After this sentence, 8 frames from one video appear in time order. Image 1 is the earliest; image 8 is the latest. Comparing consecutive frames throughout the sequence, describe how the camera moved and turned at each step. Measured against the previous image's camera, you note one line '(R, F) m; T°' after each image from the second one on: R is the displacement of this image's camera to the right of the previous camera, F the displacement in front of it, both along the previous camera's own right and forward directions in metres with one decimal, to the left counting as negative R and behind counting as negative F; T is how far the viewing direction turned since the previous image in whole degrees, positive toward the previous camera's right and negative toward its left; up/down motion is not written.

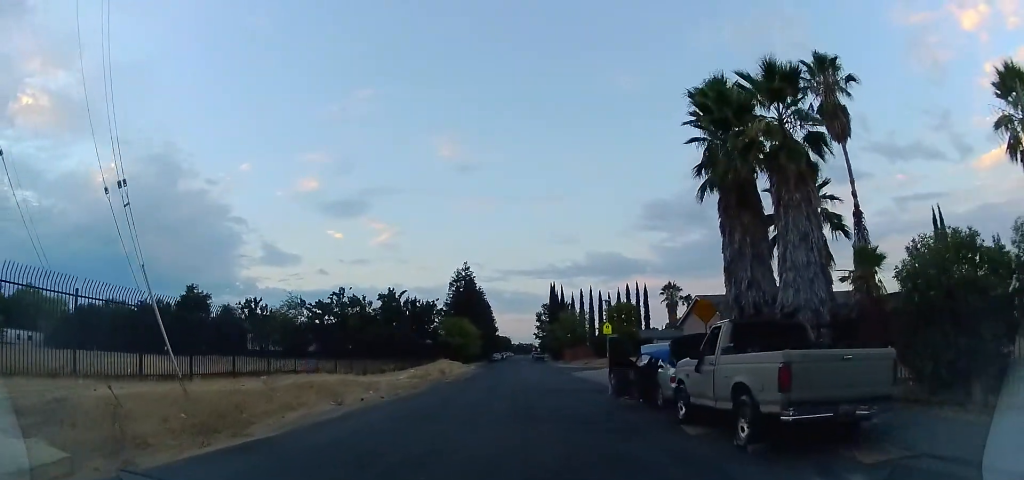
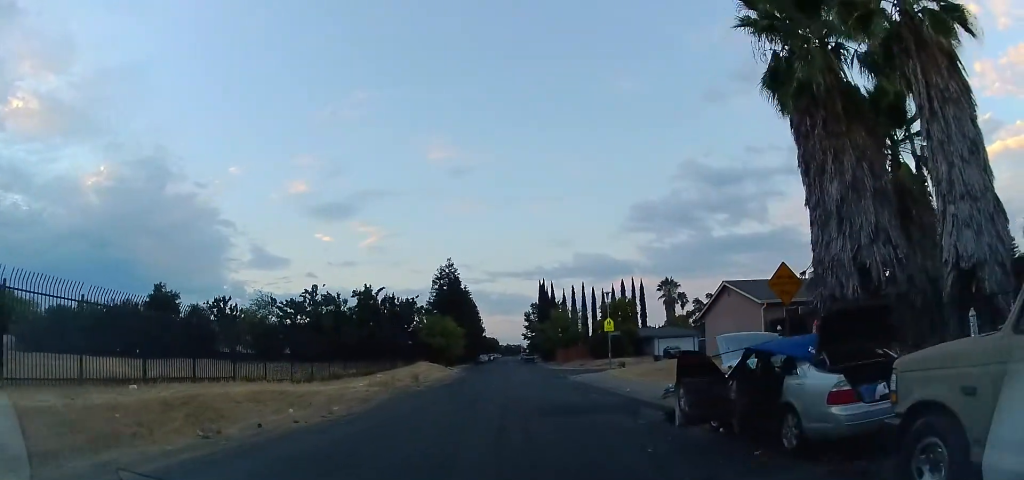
(0.0, +7.0) m; 0°
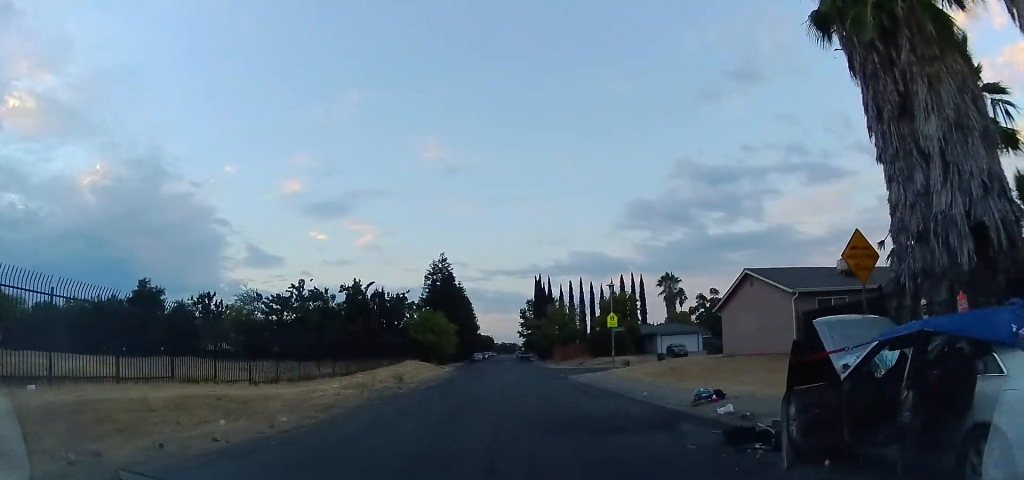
(0.0, +3.4) m; 0°
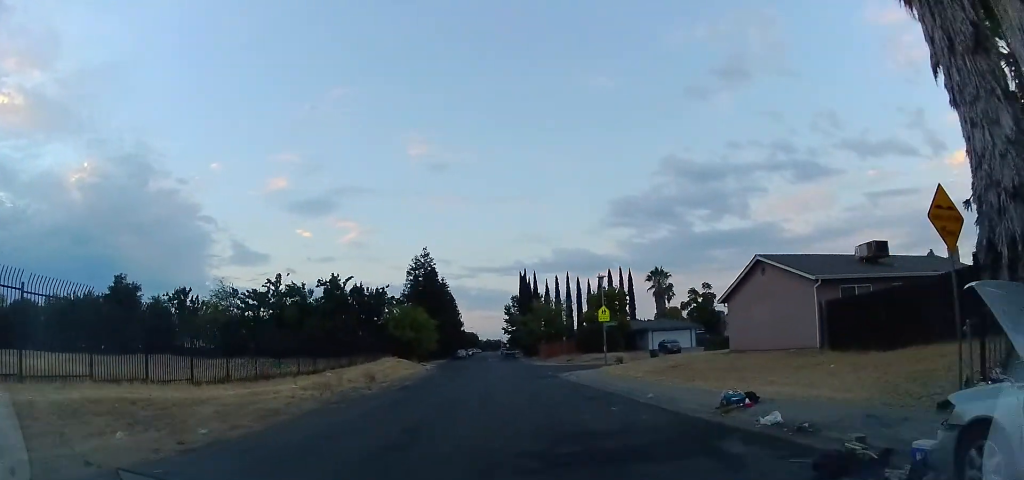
(0.0, +2.9) m; 0°
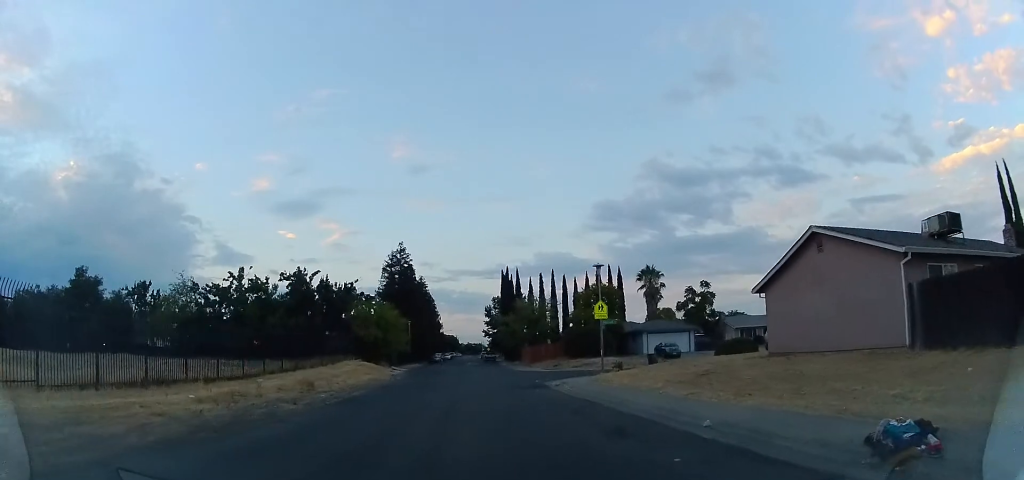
(0.0, +5.7) m; +1°
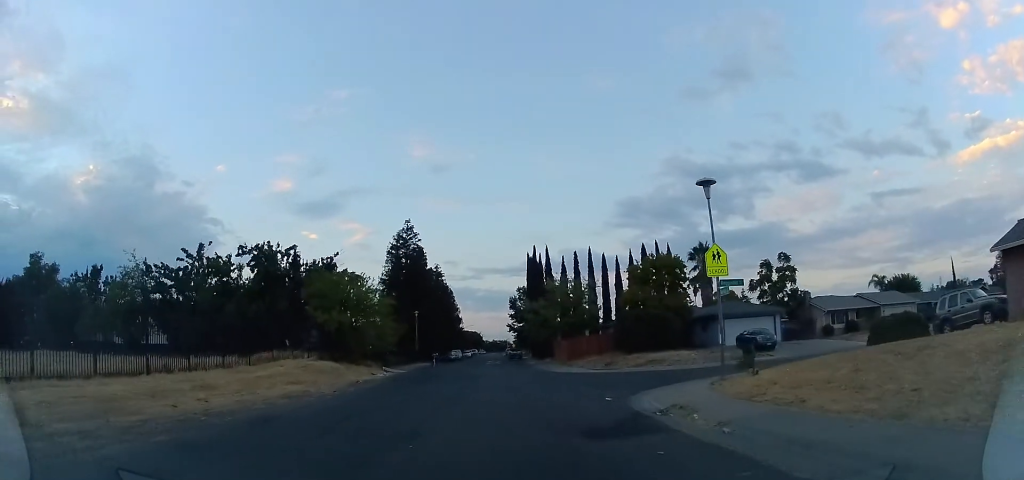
(+0.5, +13.8) m; 0°
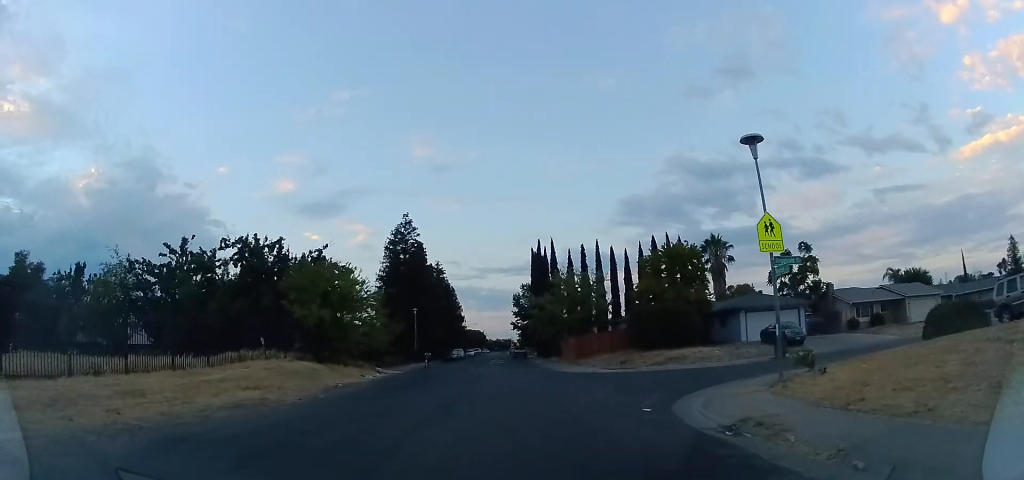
(-0.1, +3.4) m; -2°
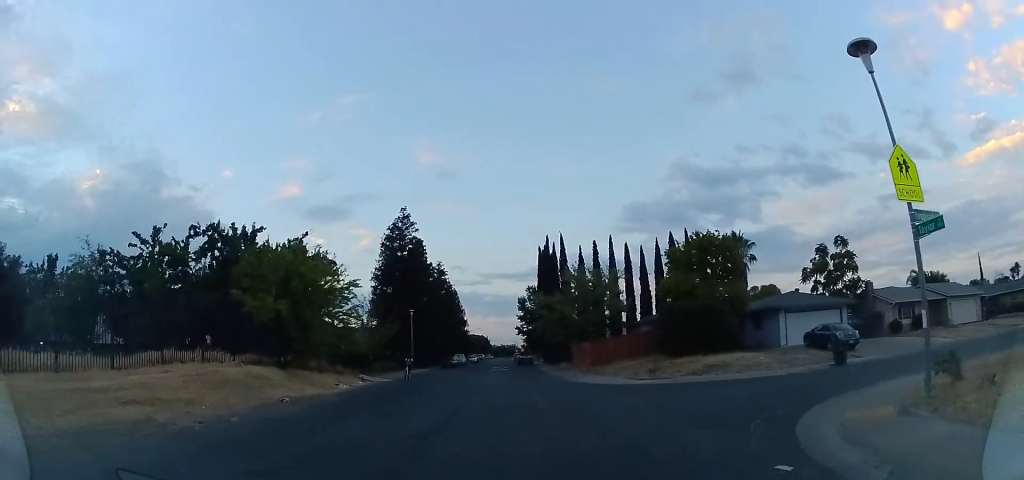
(0.0, +5.5) m; 0°
